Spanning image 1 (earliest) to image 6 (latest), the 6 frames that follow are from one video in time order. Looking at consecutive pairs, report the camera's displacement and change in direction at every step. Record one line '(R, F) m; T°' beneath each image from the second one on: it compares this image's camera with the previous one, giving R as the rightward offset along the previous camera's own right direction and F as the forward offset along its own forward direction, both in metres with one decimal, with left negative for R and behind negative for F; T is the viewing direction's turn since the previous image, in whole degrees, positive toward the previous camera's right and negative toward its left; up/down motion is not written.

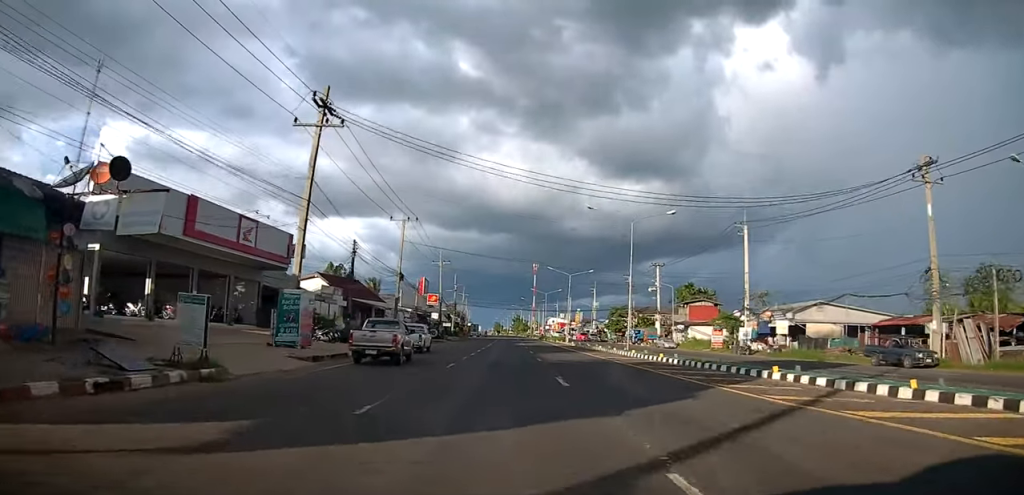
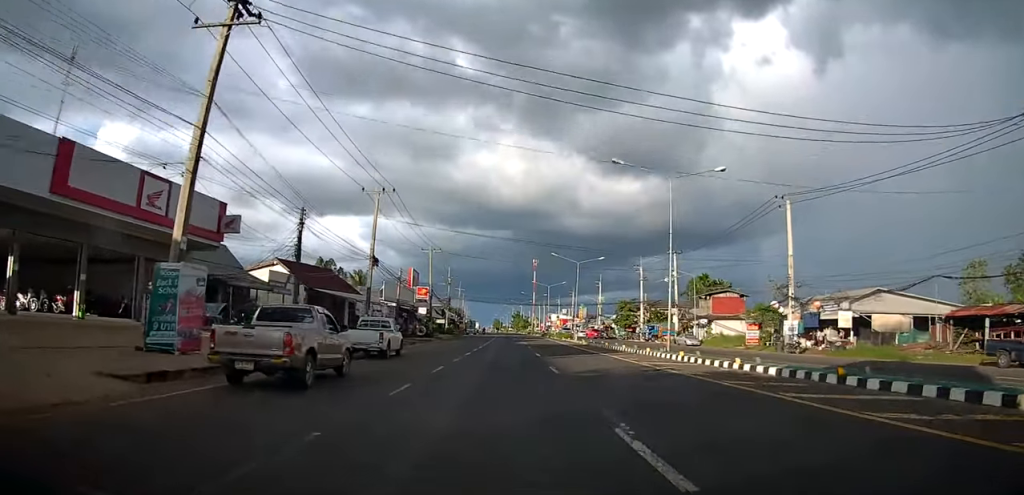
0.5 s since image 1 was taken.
(+0.4, +9.6) m; 0°
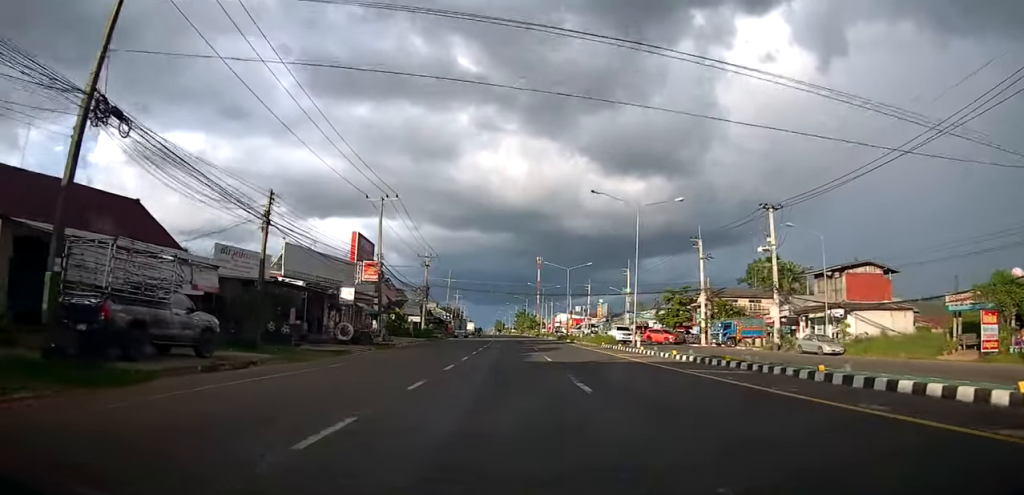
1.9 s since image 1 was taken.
(-0.4, +29.0) m; 0°
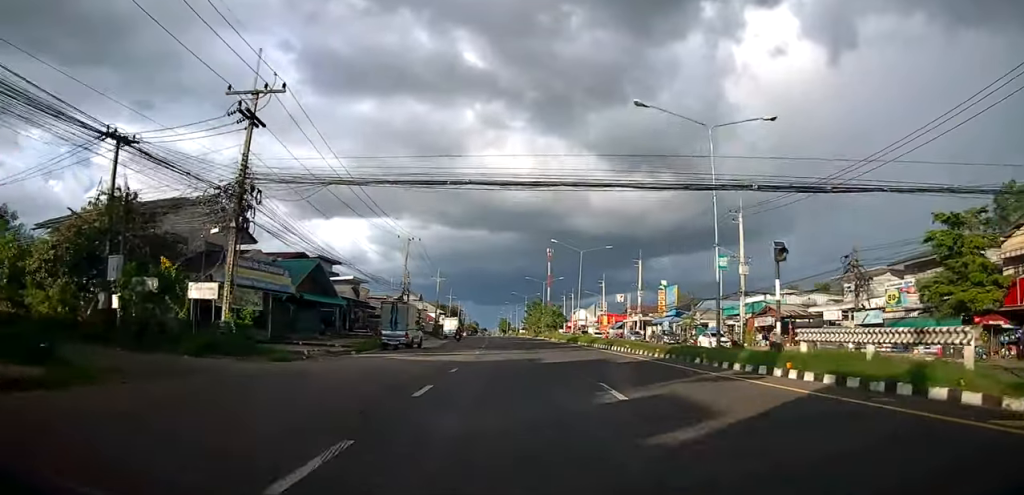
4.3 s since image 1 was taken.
(+0.1, +49.6) m; 0°
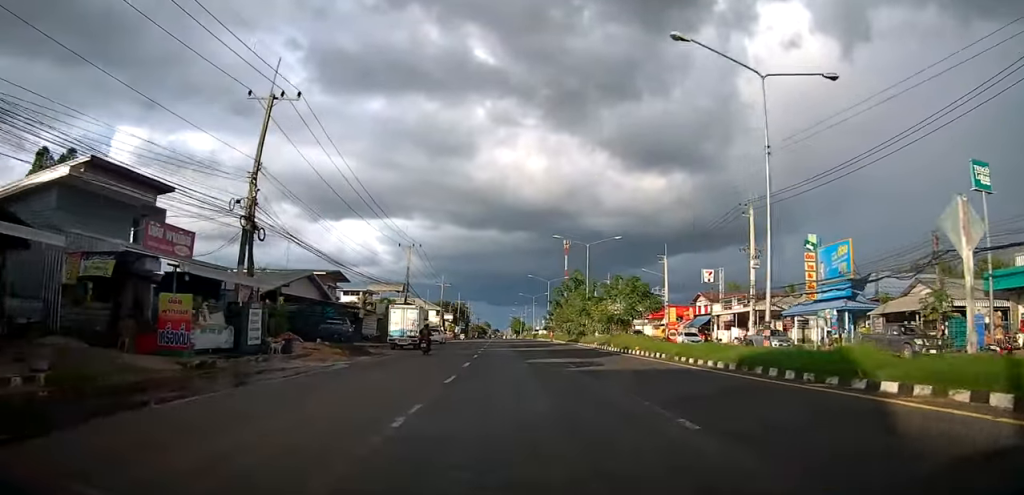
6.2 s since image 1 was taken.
(-0.6, +39.3) m; -2°
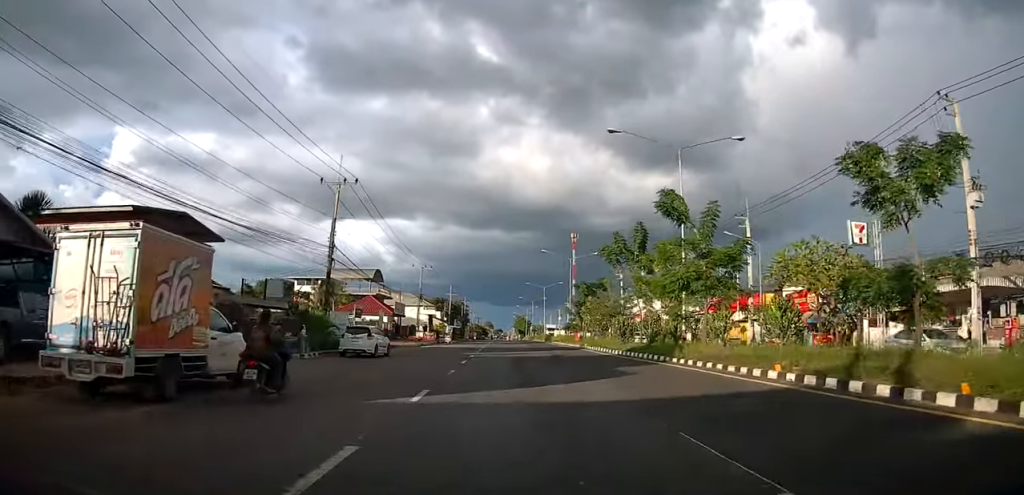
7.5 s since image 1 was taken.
(0.0, +27.9) m; 0°
